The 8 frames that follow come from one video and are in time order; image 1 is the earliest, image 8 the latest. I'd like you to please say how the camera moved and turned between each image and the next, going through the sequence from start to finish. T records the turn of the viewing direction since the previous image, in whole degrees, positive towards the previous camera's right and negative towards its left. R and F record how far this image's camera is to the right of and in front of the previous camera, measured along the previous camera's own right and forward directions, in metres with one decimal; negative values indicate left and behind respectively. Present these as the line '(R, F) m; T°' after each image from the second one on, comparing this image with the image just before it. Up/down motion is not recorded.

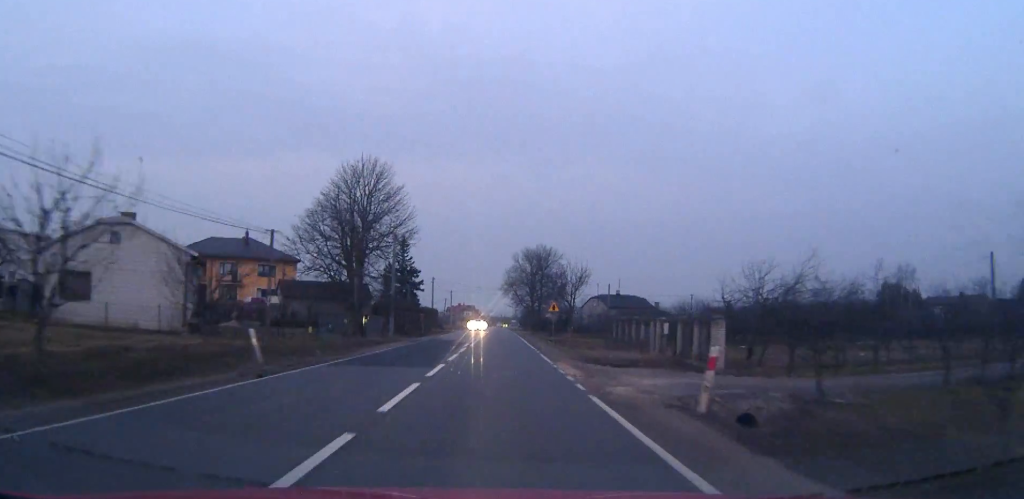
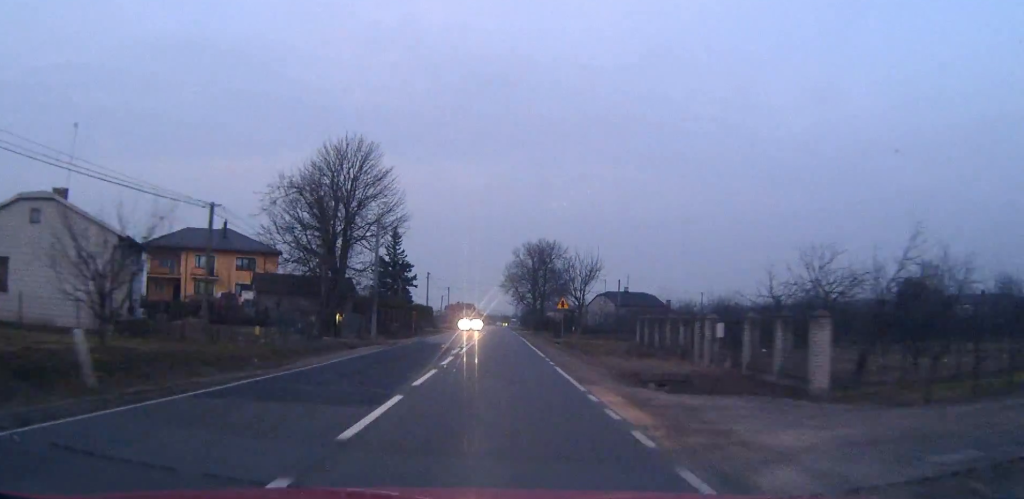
(0.0, +8.2) m; 0°
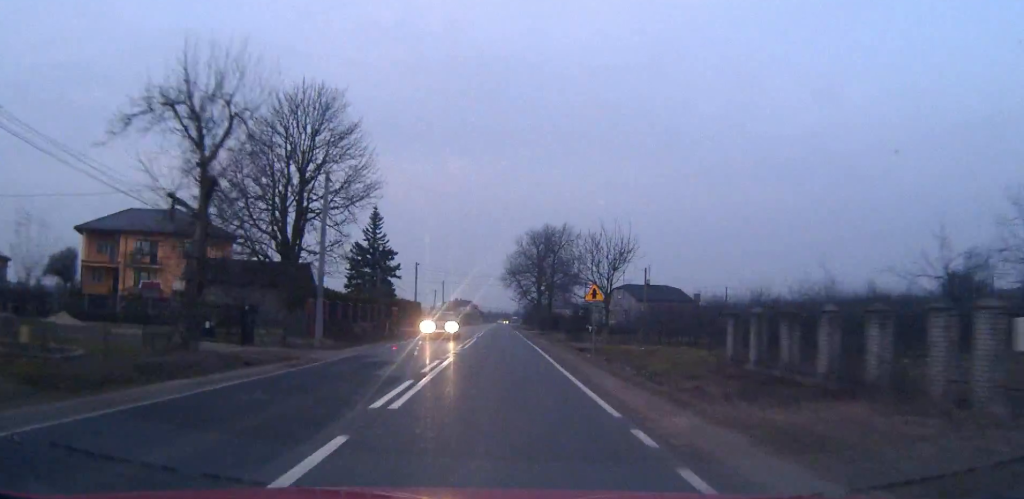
(0.0, +15.9) m; 0°
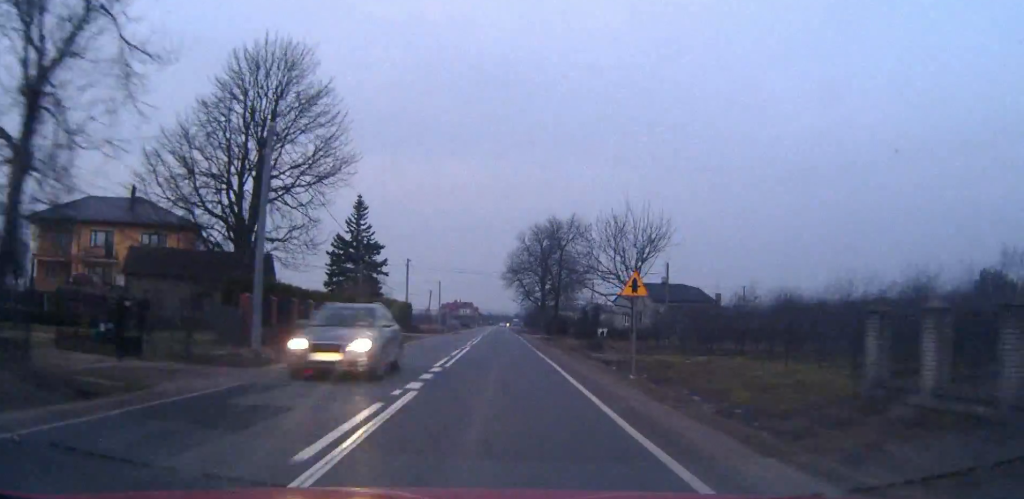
(0.0, +9.5) m; 0°
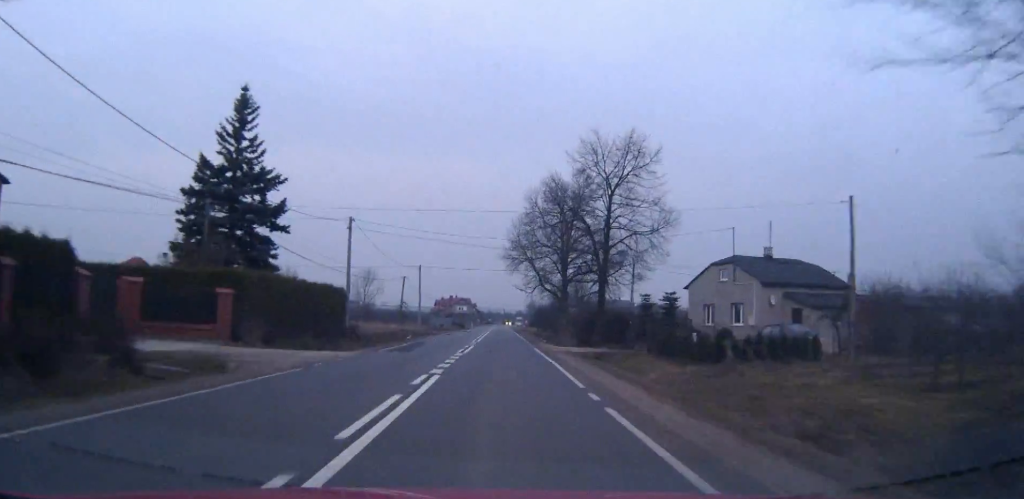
(-0.1, +34.3) m; 0°
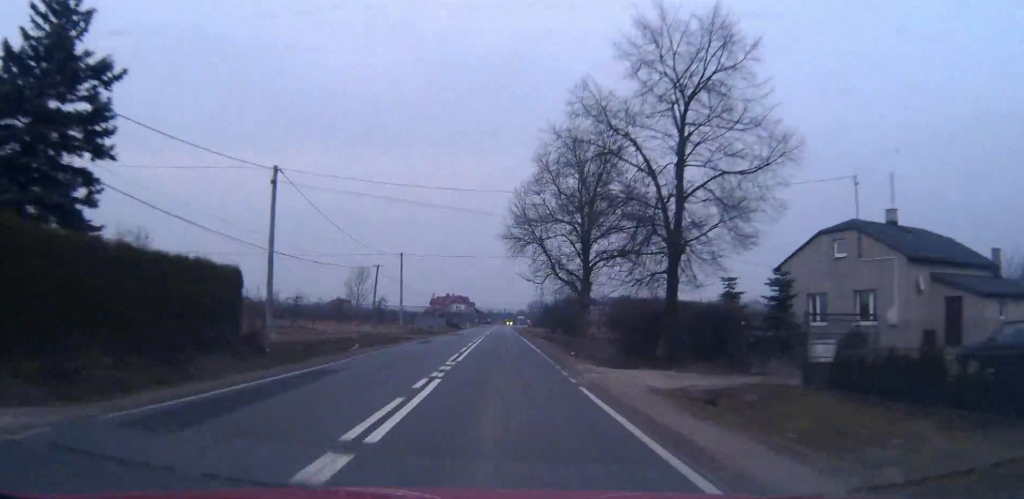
(0.0, +18.4) m; 0°
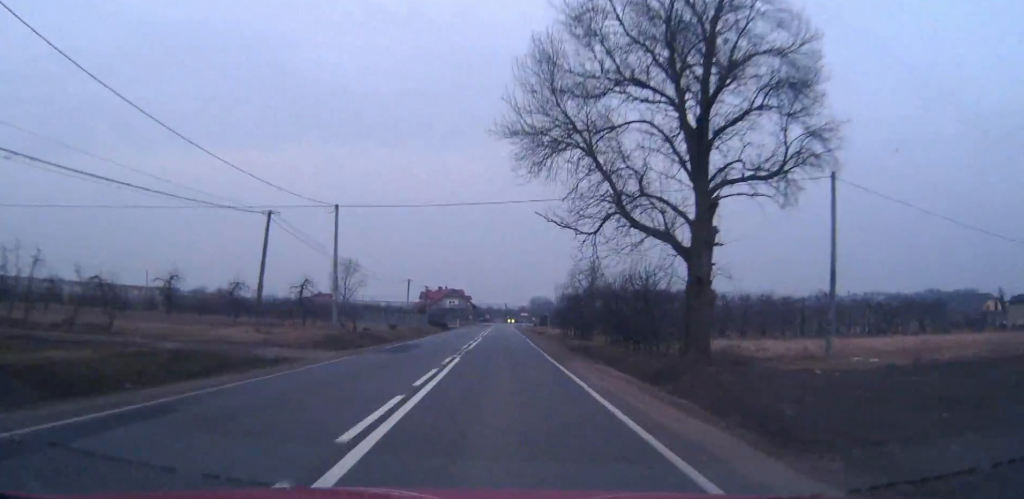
(+0.1, +32.3) m; 0°
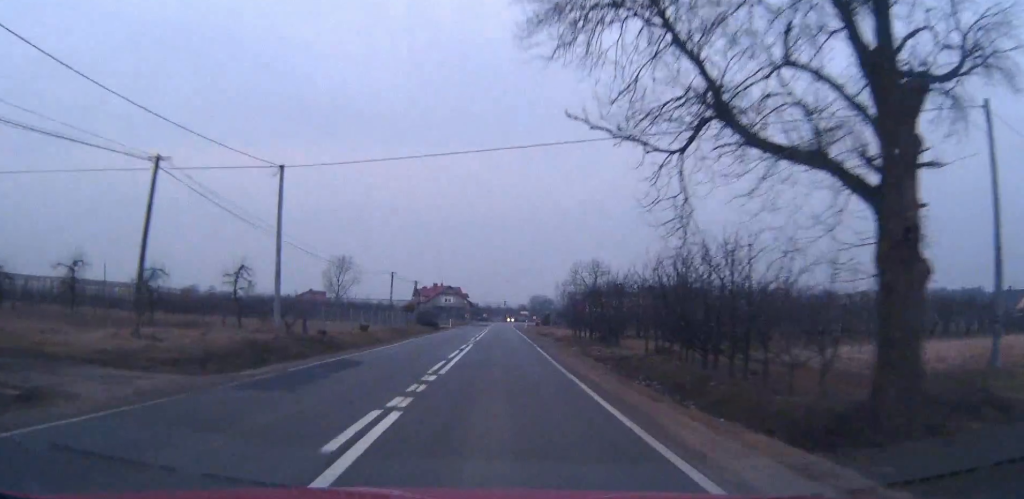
(0.0, +12.6) m; 0°
